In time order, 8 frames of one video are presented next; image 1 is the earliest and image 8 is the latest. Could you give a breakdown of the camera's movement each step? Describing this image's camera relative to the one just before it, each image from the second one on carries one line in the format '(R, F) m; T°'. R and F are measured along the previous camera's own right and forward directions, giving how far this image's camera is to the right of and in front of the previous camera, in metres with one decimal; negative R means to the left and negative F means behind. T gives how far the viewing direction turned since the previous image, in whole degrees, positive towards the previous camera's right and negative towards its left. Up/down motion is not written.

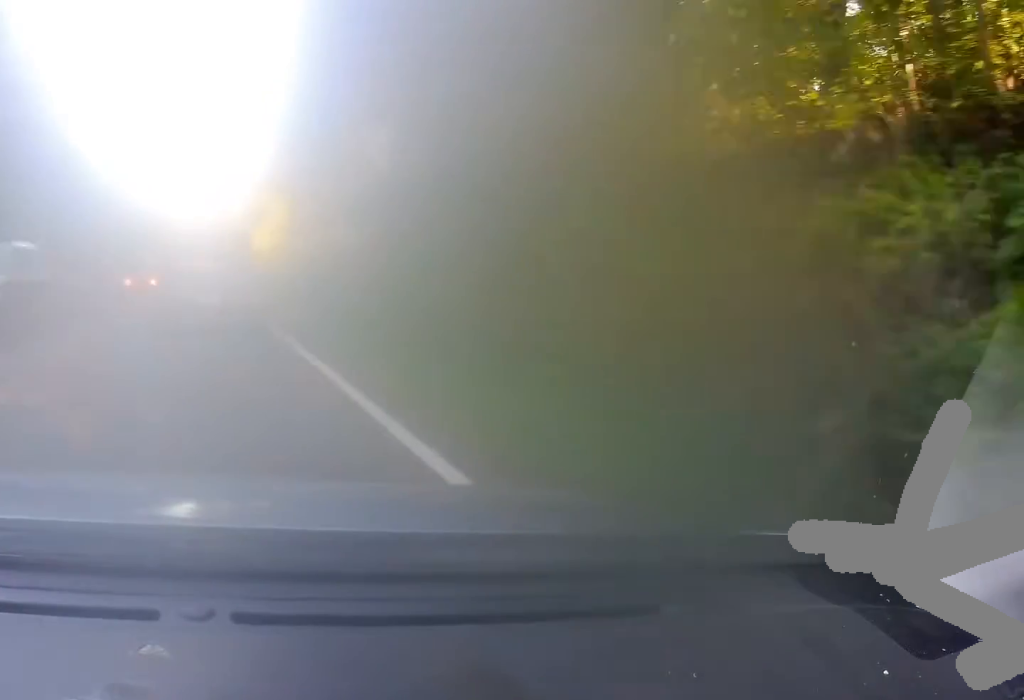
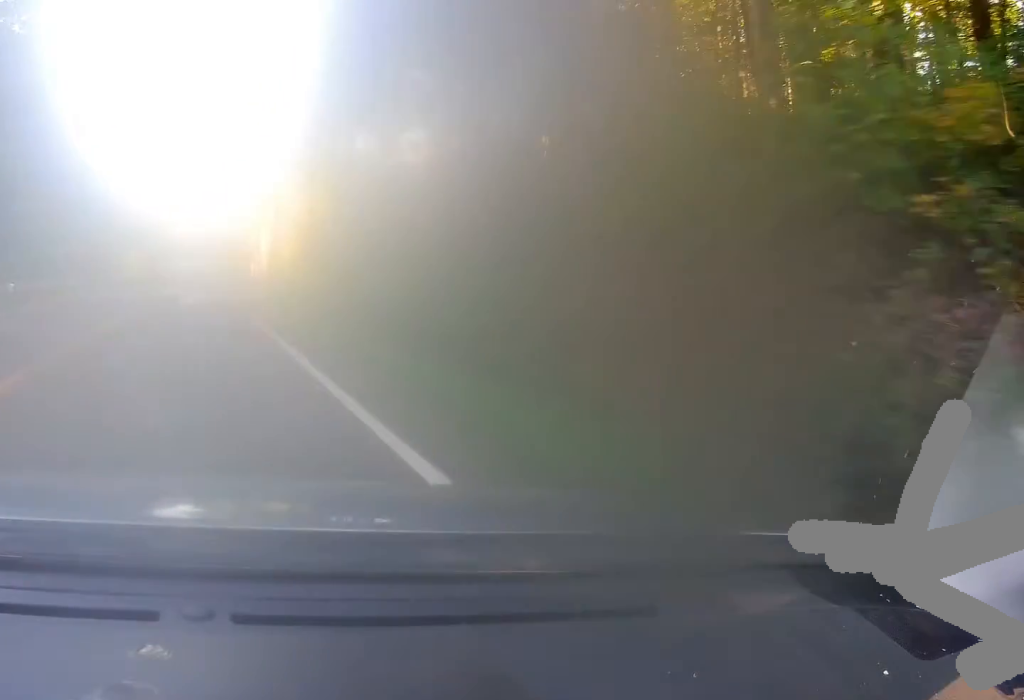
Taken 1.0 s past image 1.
(+0.3, +20.6) m; +1°
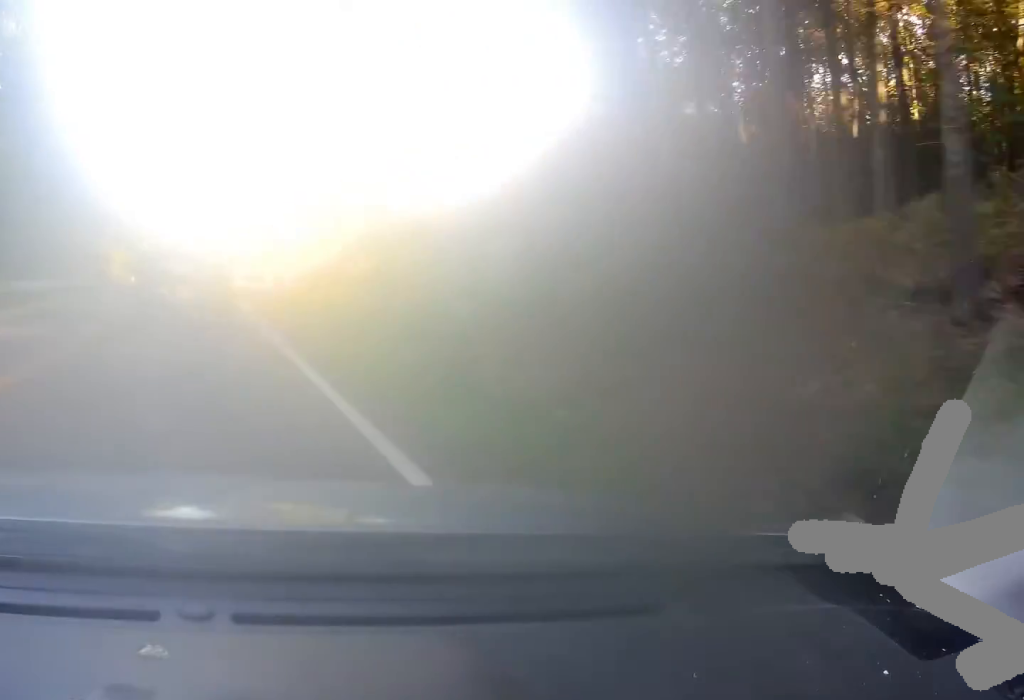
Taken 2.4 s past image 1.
(+0.3, +26.8) m; 0°
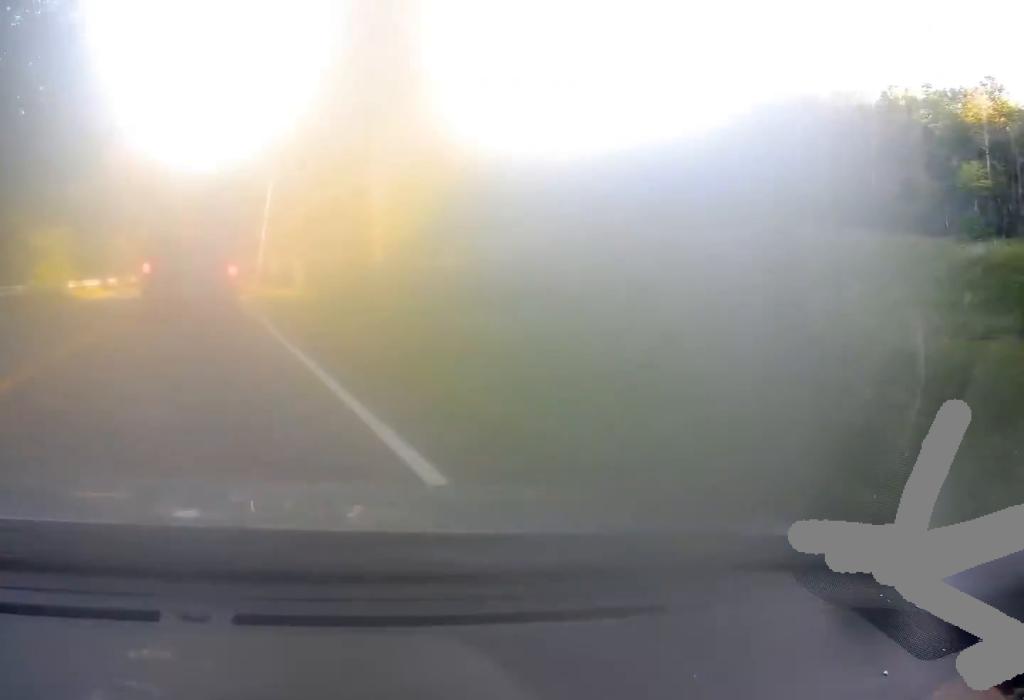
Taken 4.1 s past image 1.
(-0.6, +34.9) m; -1°
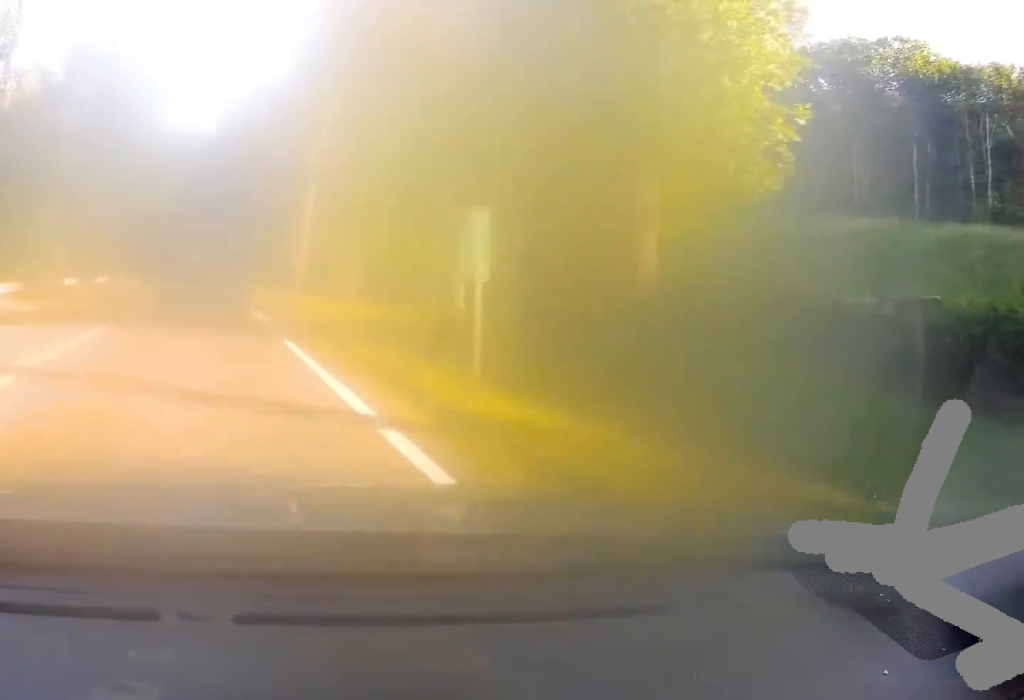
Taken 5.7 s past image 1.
(0.0, +31.6) m; -1°
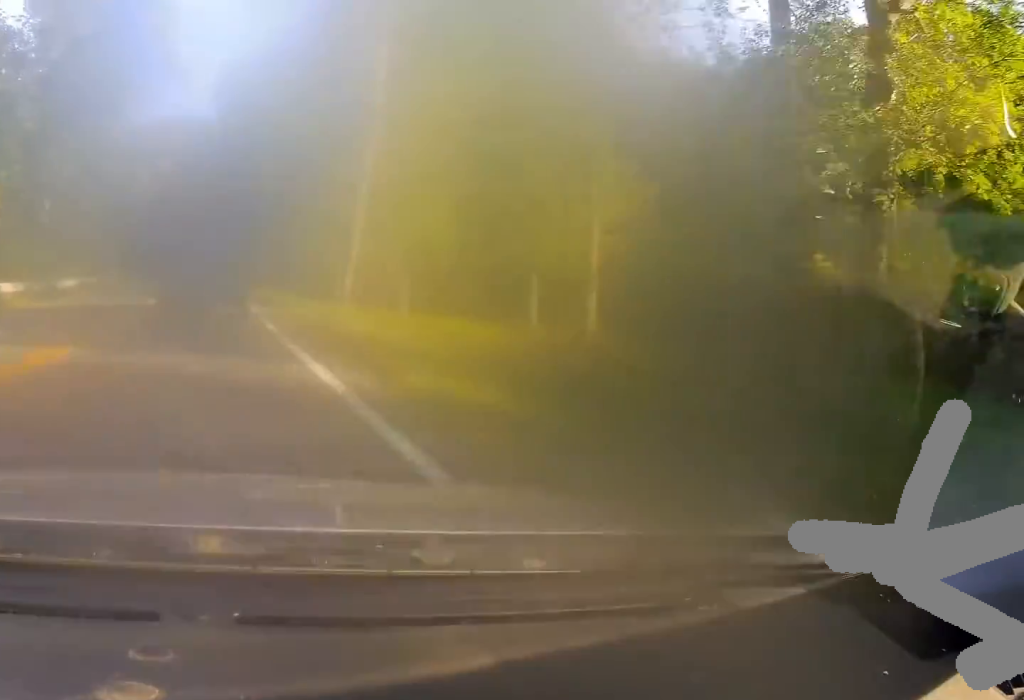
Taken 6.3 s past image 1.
(-0.1, +12.1) m; -1°
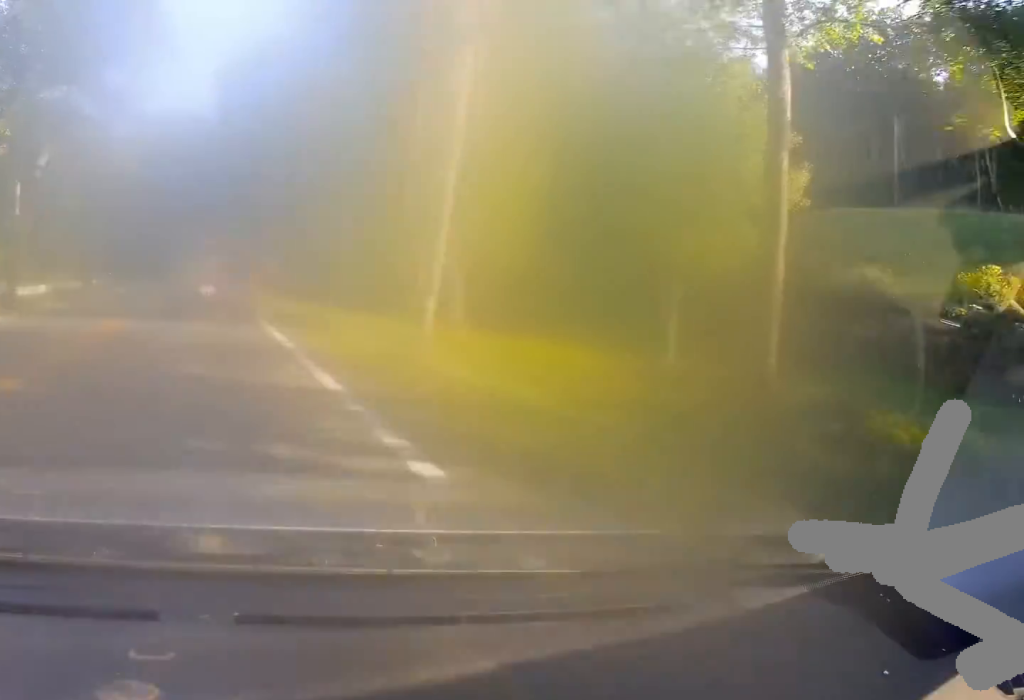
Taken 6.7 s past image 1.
(0.0, +8.1) m; 0°
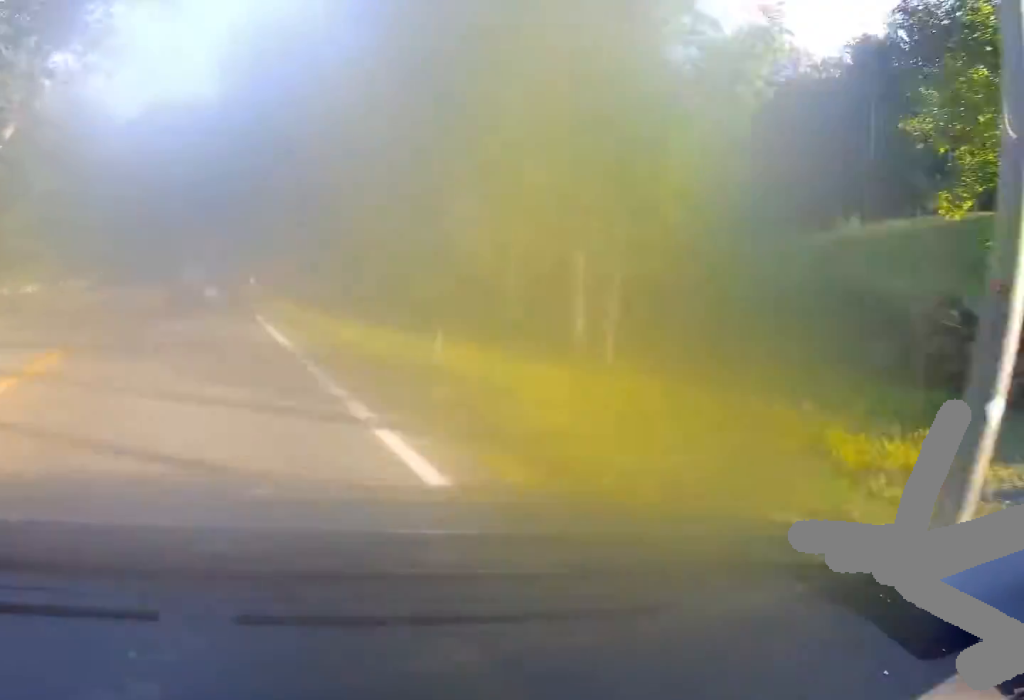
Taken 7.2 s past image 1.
(-0.1, +10.8) m; 0°
